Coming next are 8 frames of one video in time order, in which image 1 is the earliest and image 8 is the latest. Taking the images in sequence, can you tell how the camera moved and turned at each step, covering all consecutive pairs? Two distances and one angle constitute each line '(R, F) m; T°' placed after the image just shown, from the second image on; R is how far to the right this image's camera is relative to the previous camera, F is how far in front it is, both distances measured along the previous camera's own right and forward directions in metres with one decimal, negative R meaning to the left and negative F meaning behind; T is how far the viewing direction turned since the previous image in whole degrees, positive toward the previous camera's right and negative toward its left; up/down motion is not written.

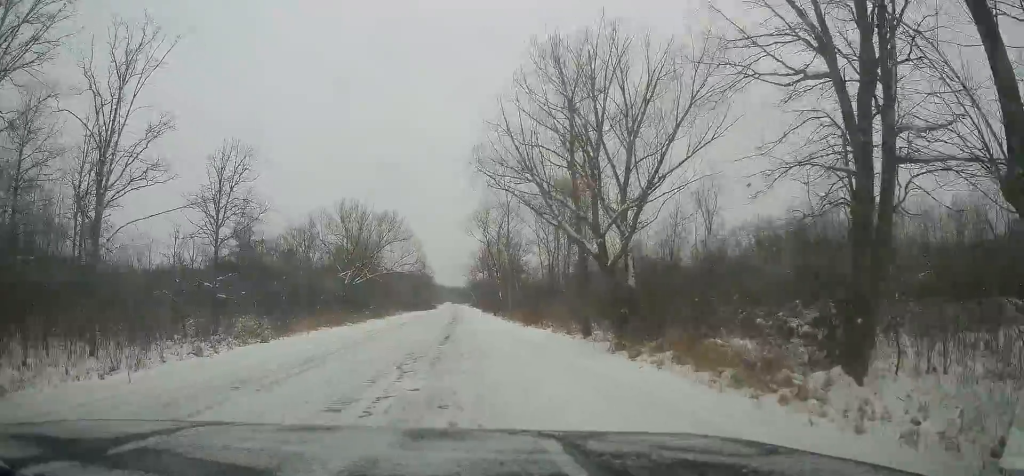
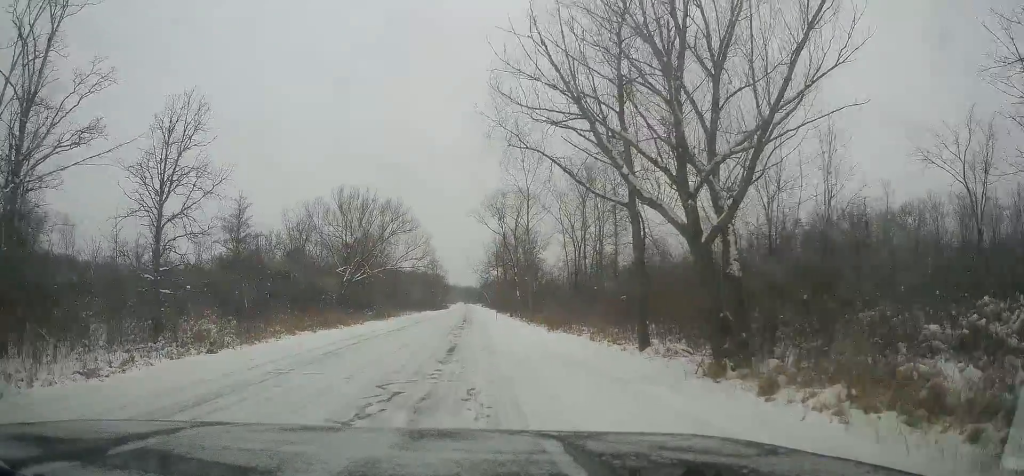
(+0.2, +7.2) m; +5°
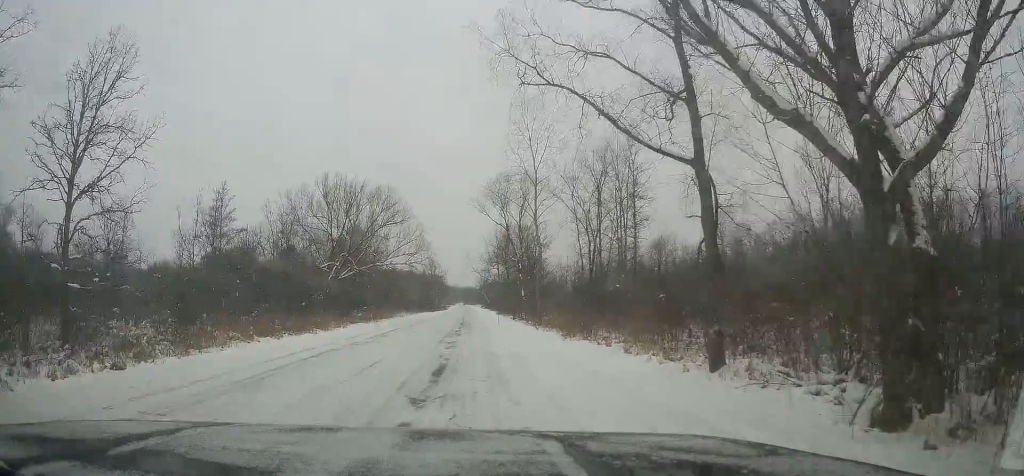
(+0.3, +5.9) m; -1°
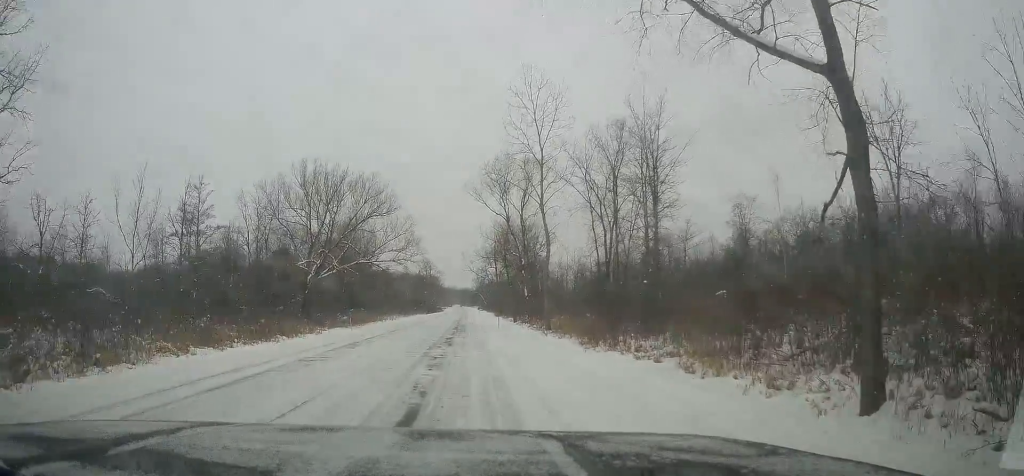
(-0.4, +5.8) m; -3°
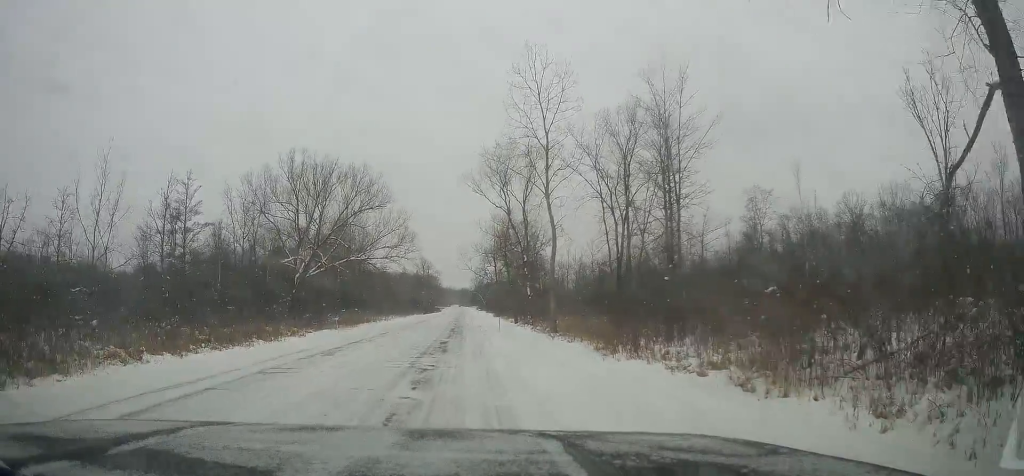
(-0.1, +3.1) m; +2°
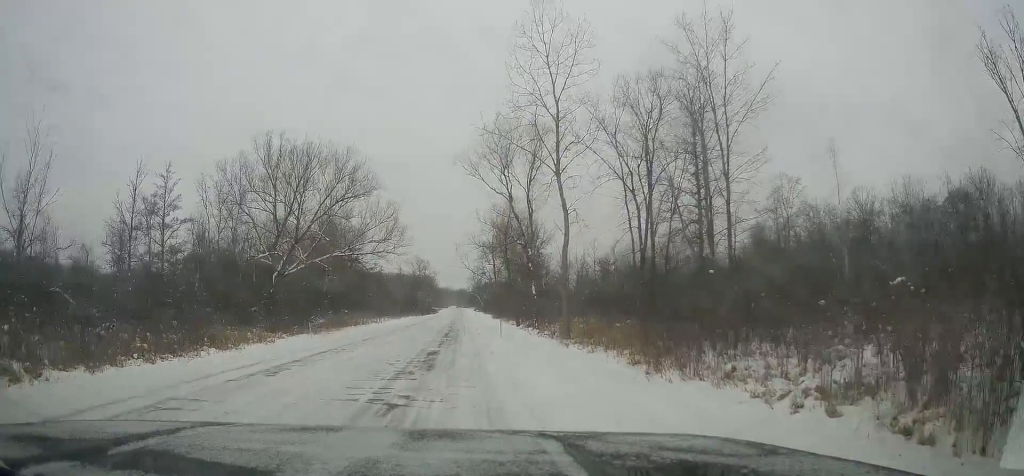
(+0.2, +4.9) m; +1°
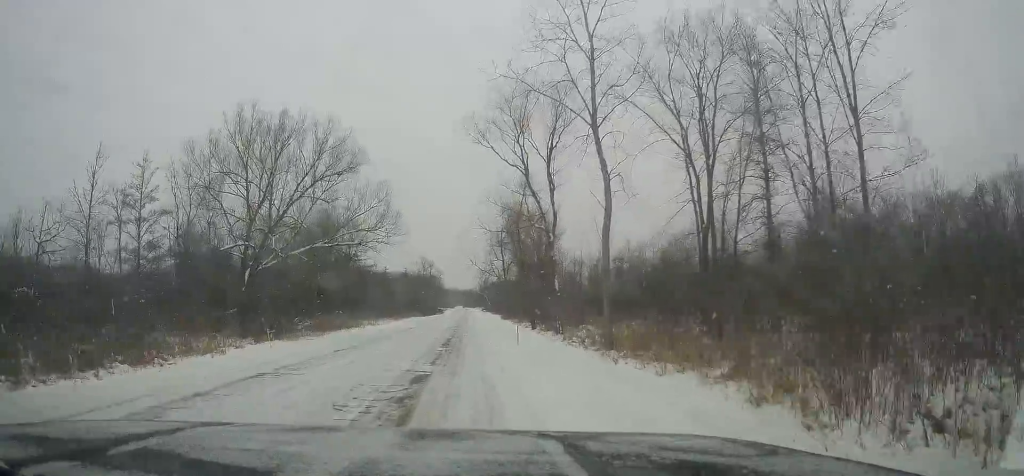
(0.0, +6.9) m; -3°
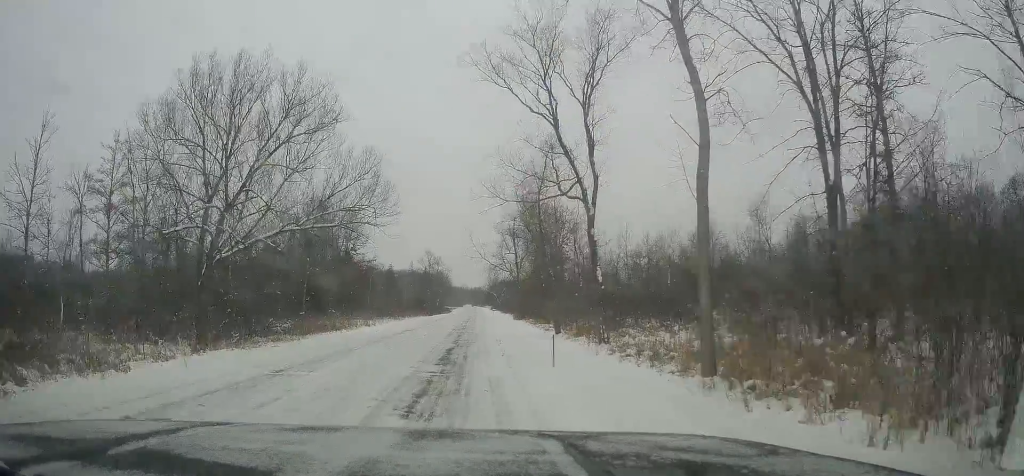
(-0.3, +7.9) m; -2°
